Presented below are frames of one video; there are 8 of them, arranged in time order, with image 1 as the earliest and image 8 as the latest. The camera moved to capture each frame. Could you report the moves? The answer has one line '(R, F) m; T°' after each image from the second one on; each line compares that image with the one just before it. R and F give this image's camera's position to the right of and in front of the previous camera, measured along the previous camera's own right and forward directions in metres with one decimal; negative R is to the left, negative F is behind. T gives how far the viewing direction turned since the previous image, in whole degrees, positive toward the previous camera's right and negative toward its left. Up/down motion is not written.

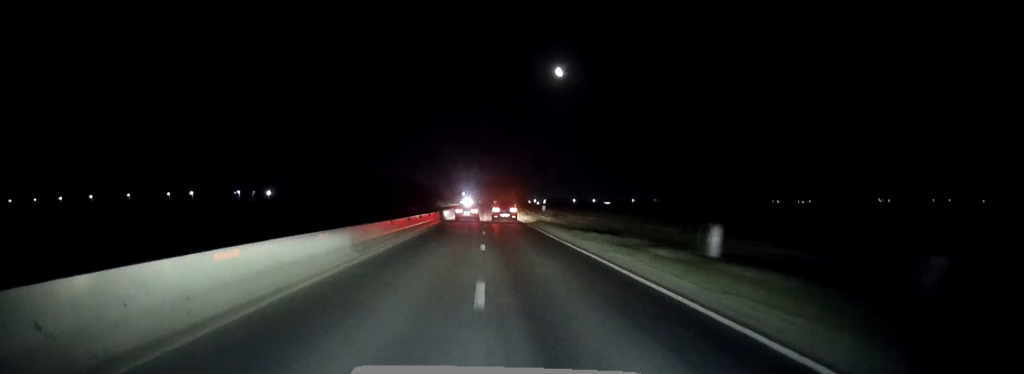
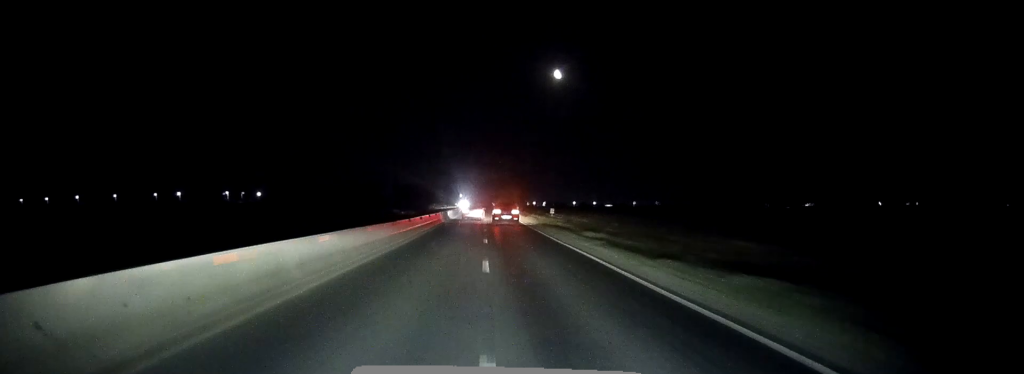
(0.0, +18.3) m; 0°
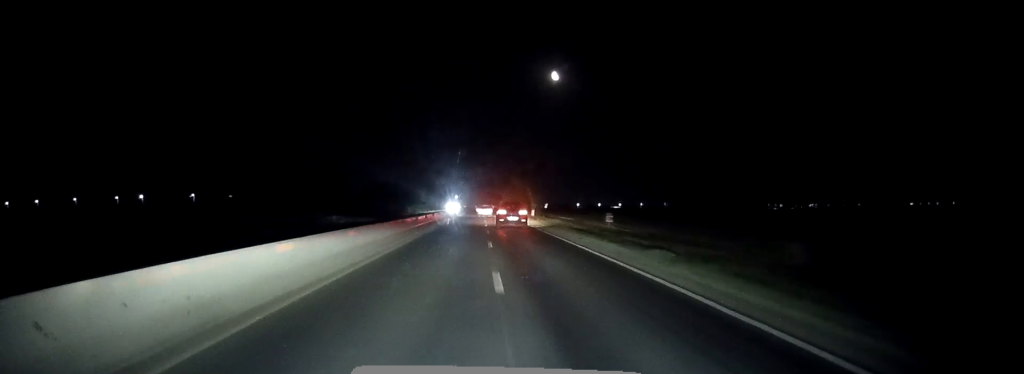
(+0.2, +52.1) m; 0°
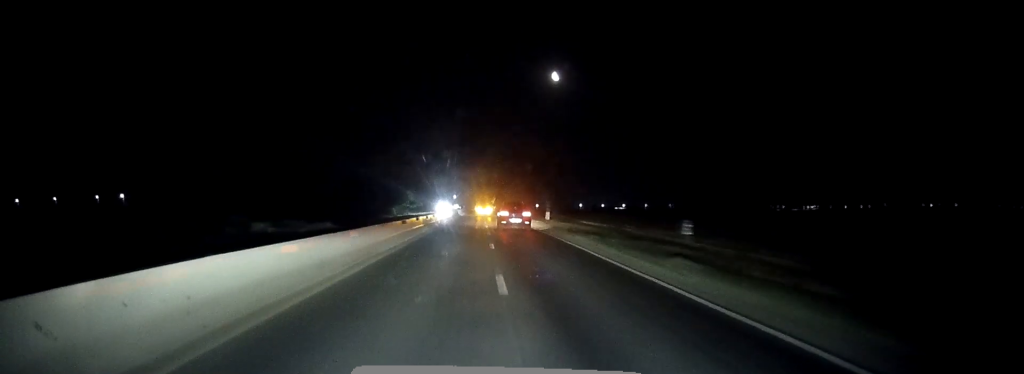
(0.0, +24.1) m; 0°
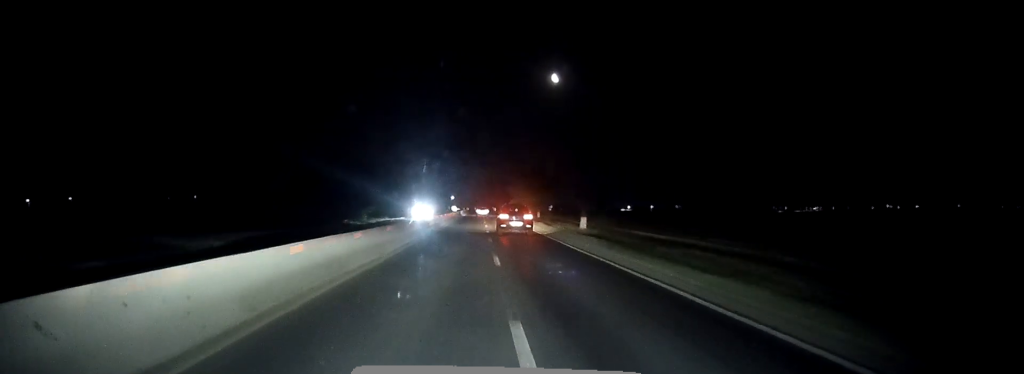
(0.0, +29.9) m; 0°
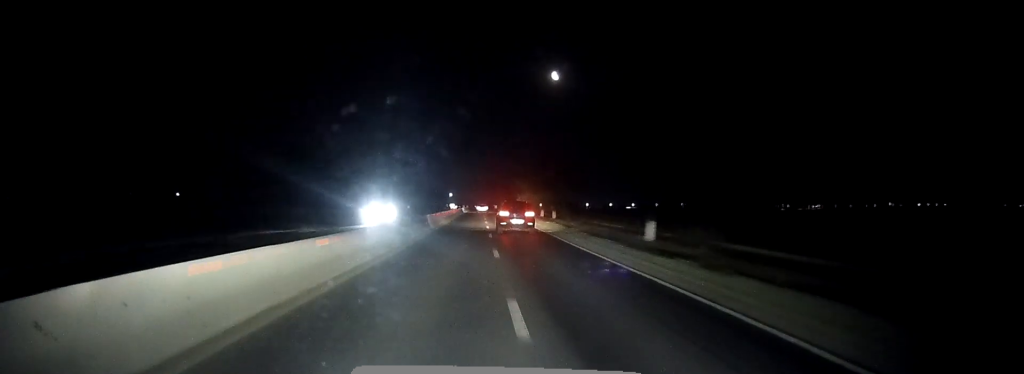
(0.0, +22.1) m; 0°
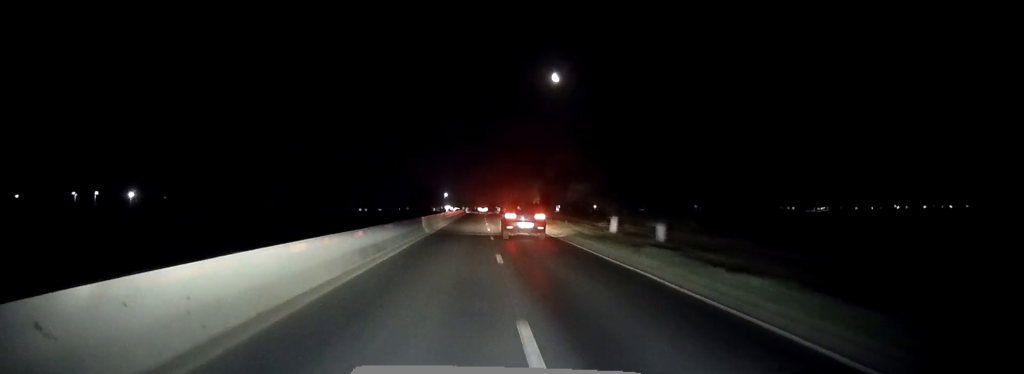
(0.0, +50.1) m; 0°
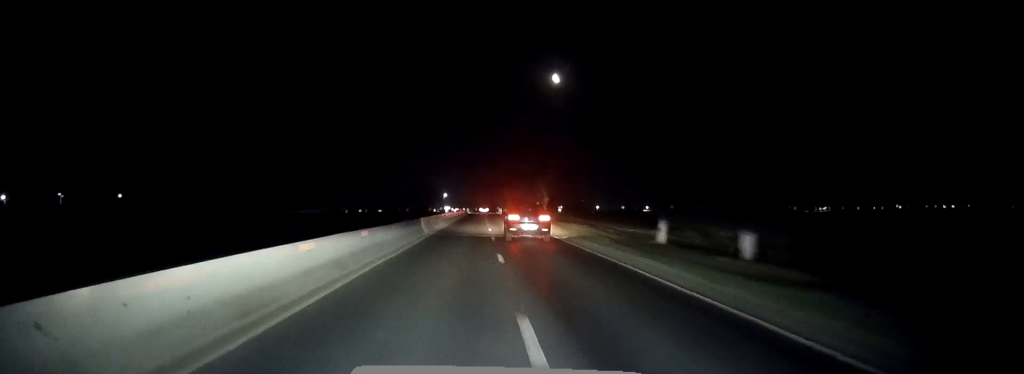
(0.0, +11.6) m; 0°
